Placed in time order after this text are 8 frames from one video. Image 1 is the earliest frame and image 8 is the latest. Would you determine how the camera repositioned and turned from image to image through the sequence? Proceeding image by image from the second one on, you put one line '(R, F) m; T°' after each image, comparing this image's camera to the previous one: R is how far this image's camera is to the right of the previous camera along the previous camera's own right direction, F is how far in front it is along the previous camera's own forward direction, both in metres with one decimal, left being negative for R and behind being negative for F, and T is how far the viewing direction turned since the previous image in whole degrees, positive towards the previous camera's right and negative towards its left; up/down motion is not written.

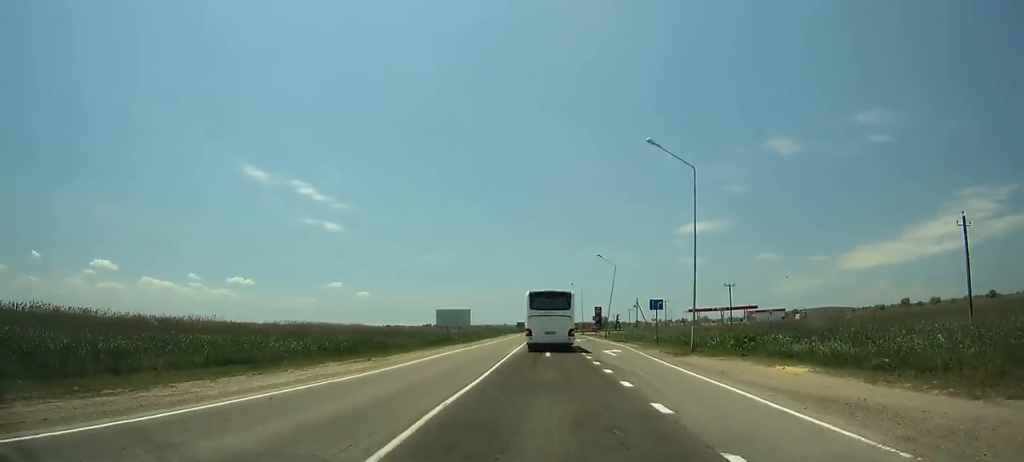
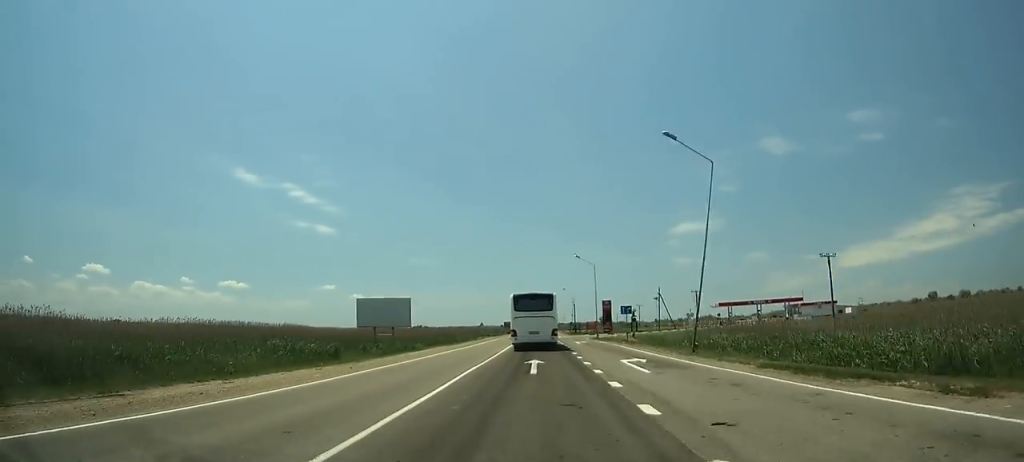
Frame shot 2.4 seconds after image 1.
(+1.8, +40.3) m; +5°
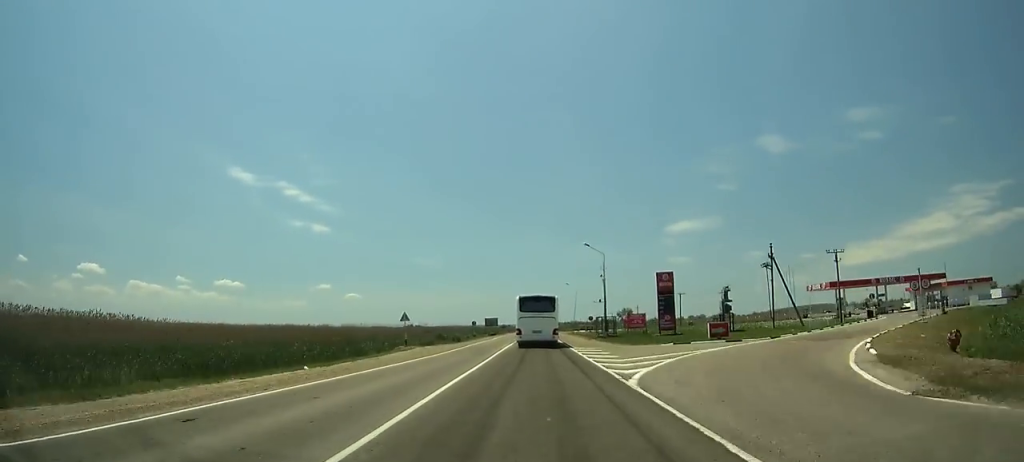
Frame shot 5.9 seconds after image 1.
(+3.9, +60.9) m; +4°
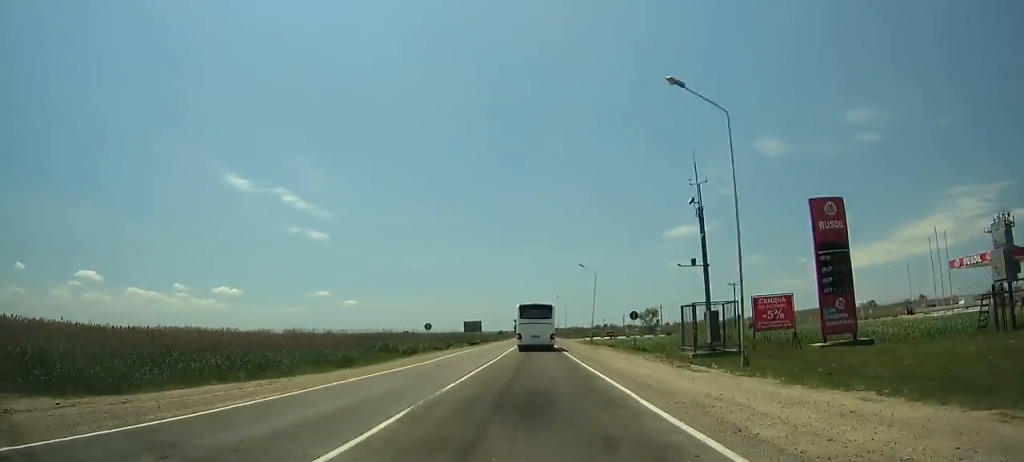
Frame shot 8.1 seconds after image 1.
(+0.1, +39.4) m; 0°
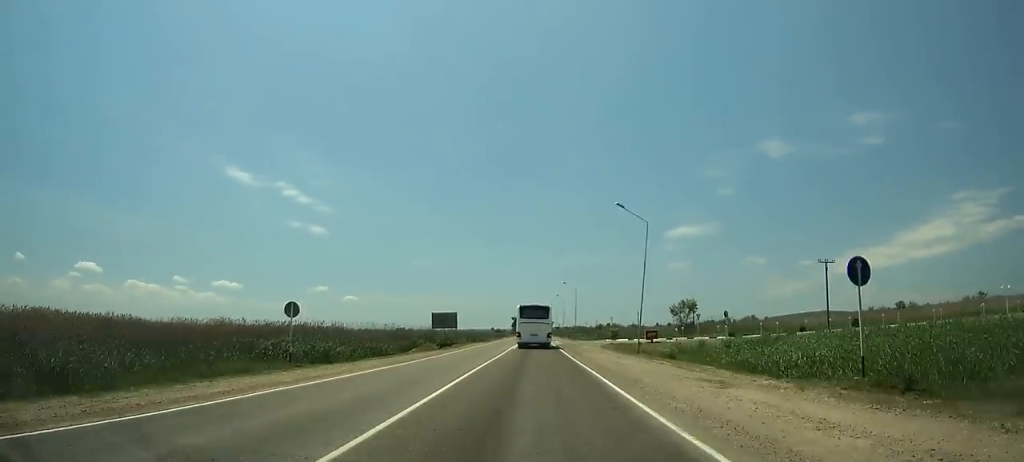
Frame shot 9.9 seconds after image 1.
(+0.1, +32.8) m; 0°
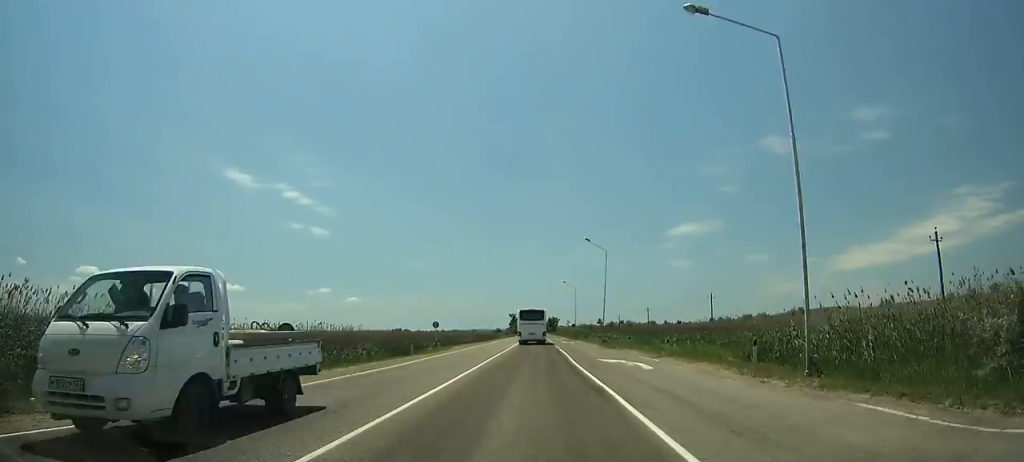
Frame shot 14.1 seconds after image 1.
(0.0, +79.4) m; 0°
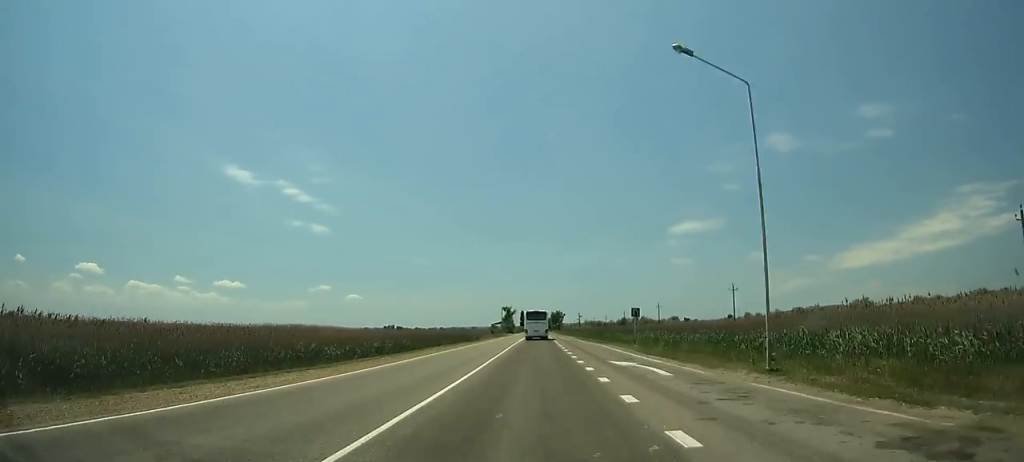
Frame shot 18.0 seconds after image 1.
(-0.1, +77.1) m; 0°
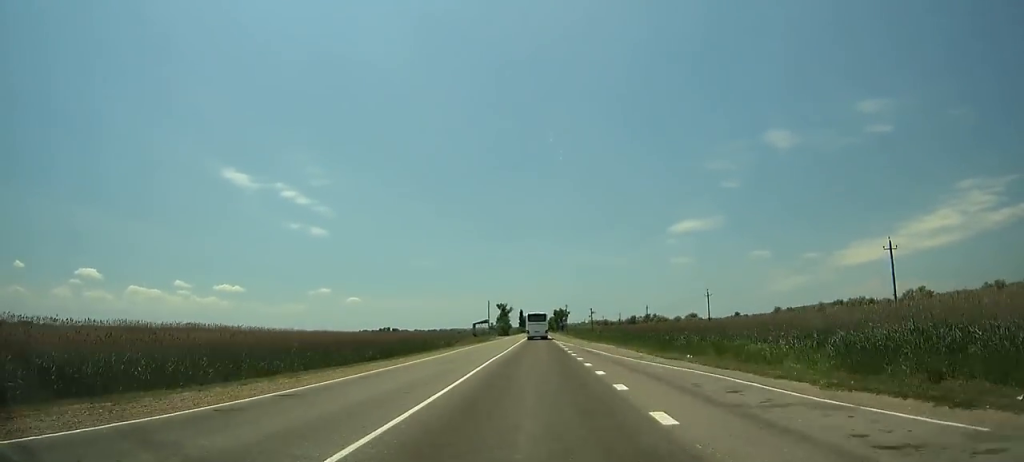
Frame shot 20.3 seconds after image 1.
(+0.1, +47.0) m; 0°
